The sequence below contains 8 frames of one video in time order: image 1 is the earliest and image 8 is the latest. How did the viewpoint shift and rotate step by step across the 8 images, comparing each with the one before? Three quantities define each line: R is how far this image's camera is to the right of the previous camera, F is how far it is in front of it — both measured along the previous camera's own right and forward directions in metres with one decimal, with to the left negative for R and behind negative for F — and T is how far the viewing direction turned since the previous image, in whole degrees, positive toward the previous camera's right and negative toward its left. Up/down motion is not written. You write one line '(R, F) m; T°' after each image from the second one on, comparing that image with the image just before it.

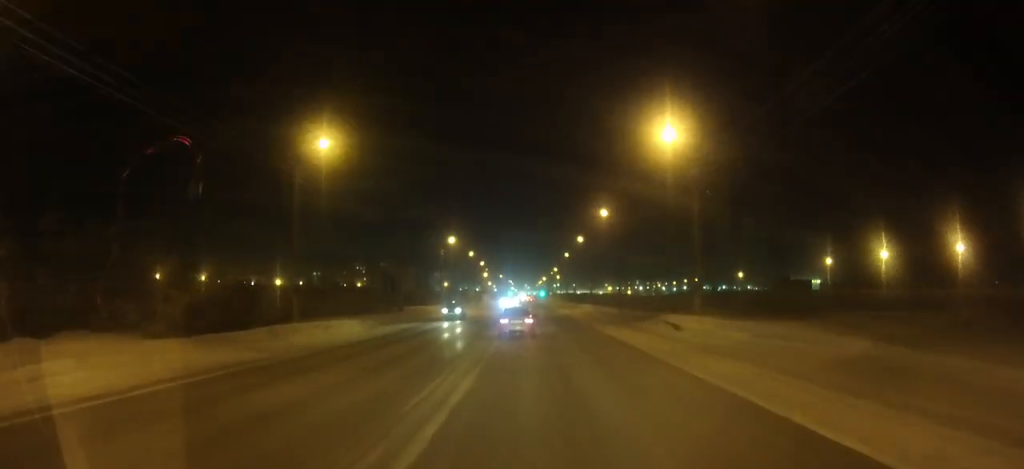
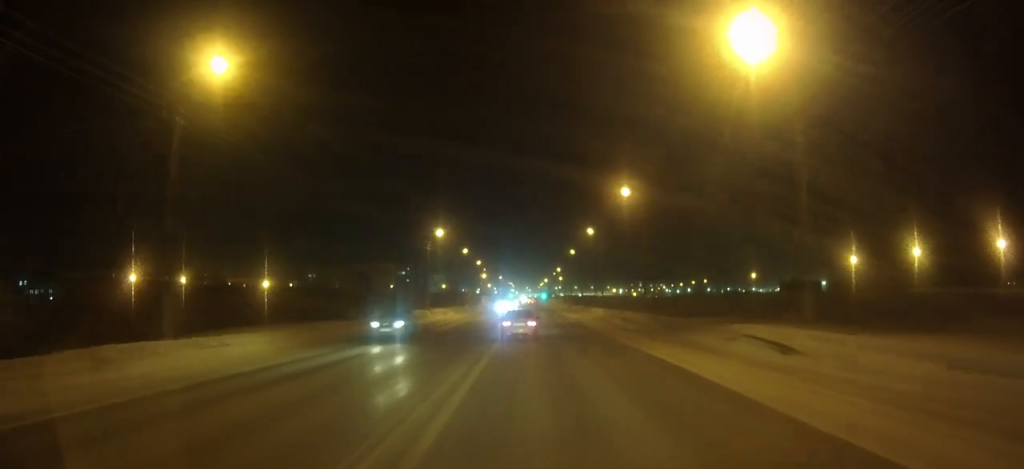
(0.0, +13.5) m; 0°
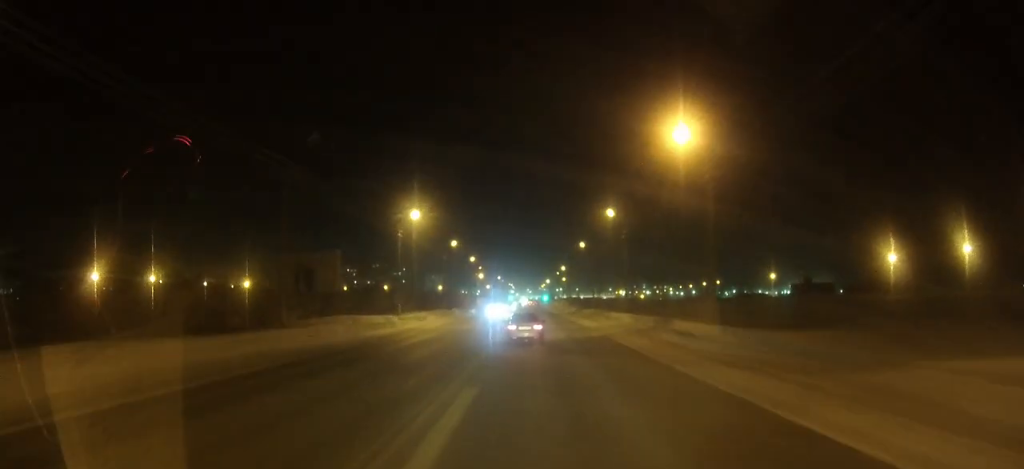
(0.0, +18.2) m; 0°
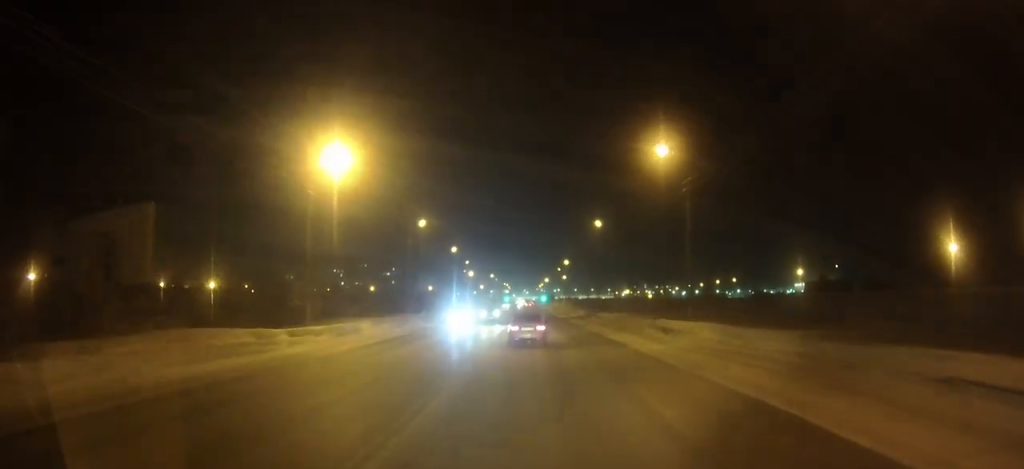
(0.0, +24.8) m; 0°
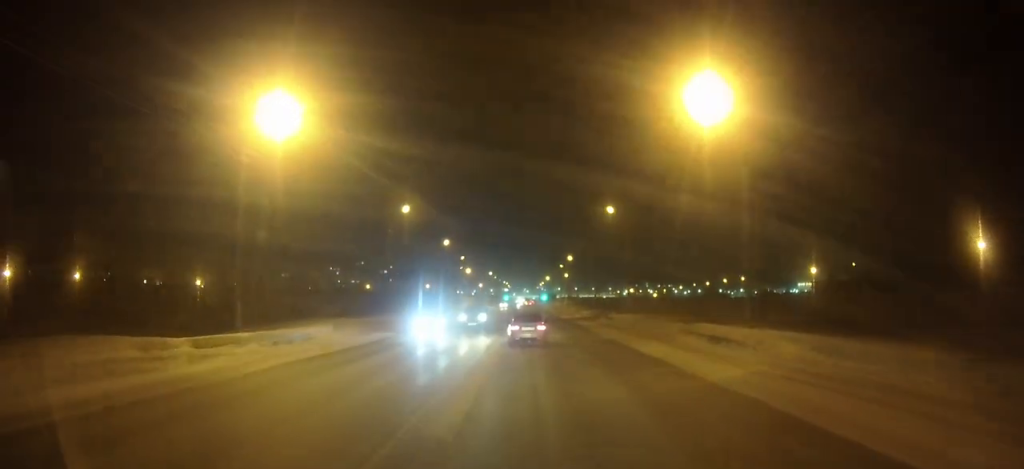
(0.0, +9.3) m; 0°
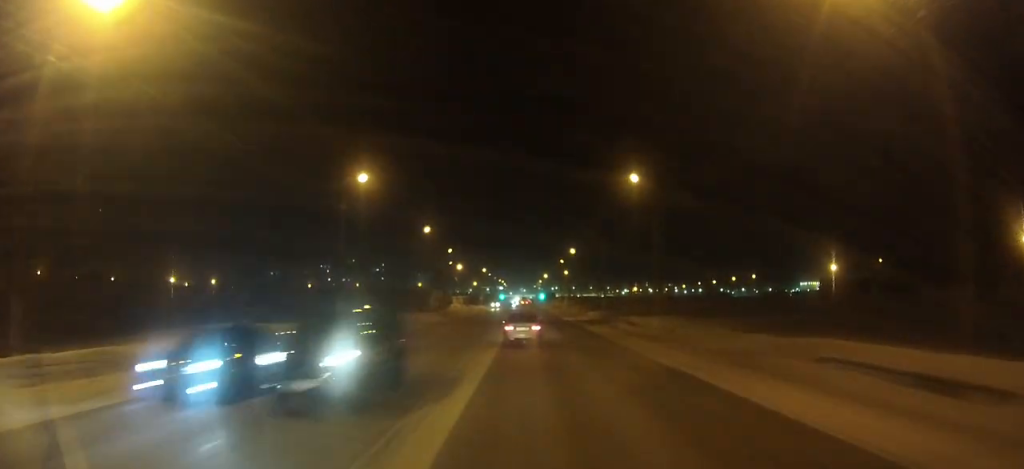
(0.0, +14.5) m; 0°
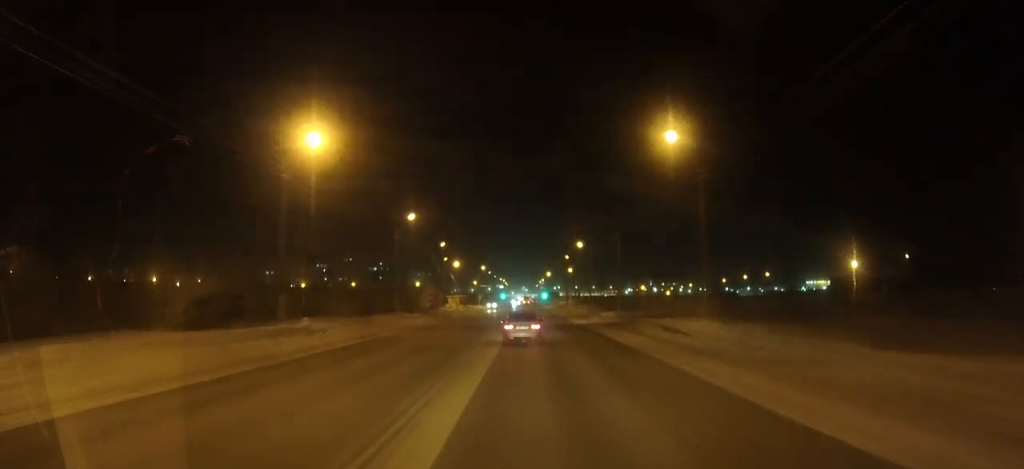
(0.0, +10.9) m; 0°
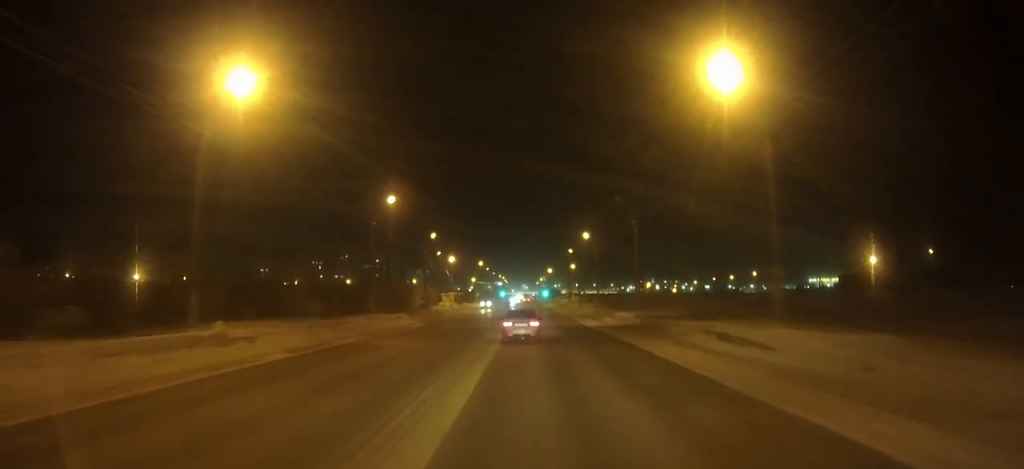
(0.0, +9.4) m; 0°
